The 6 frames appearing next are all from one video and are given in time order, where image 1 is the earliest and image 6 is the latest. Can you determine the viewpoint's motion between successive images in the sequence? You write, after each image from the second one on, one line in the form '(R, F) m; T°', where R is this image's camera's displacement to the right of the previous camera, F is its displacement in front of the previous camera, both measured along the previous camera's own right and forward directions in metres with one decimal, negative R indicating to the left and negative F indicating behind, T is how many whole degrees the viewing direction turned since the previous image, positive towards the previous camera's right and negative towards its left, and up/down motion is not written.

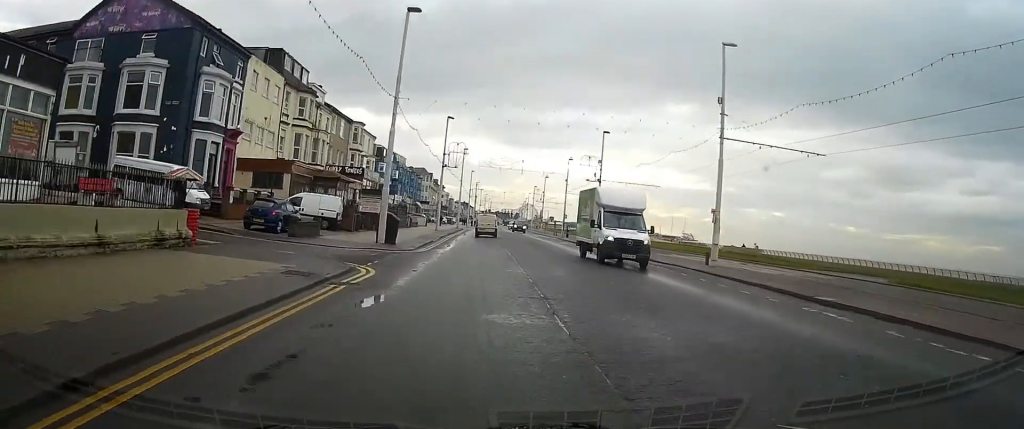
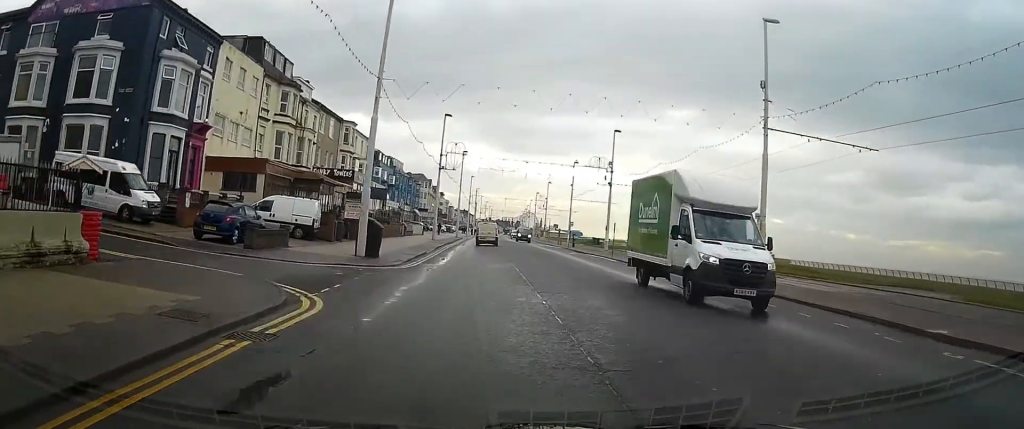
(+0.1, +5.2) m; 0°
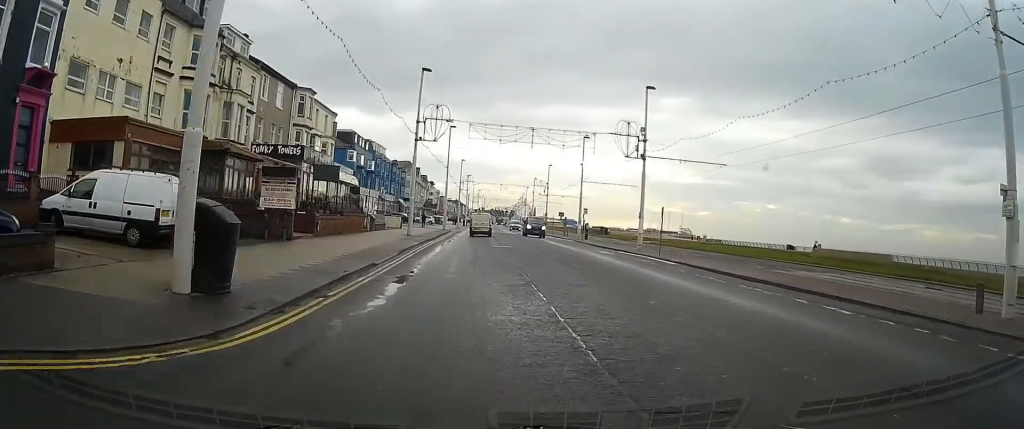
(0.0, +14.6) m; 0°
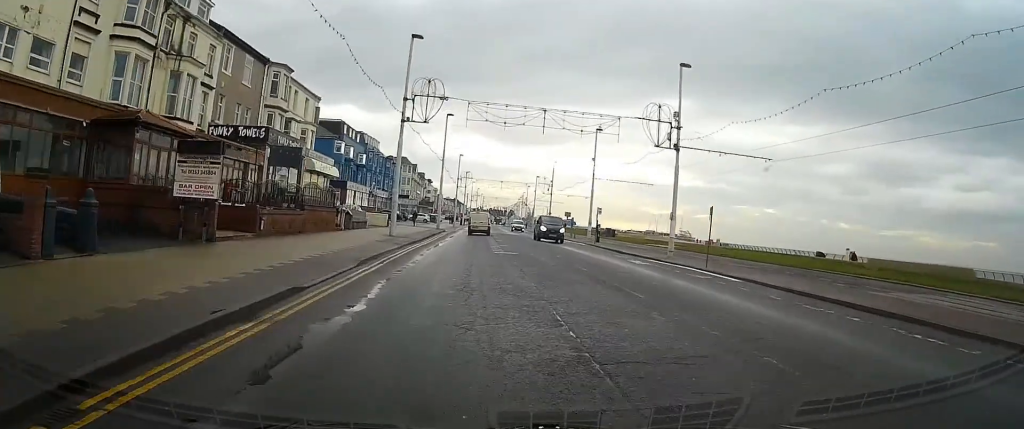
(-0.1, +7.6) m; 0°
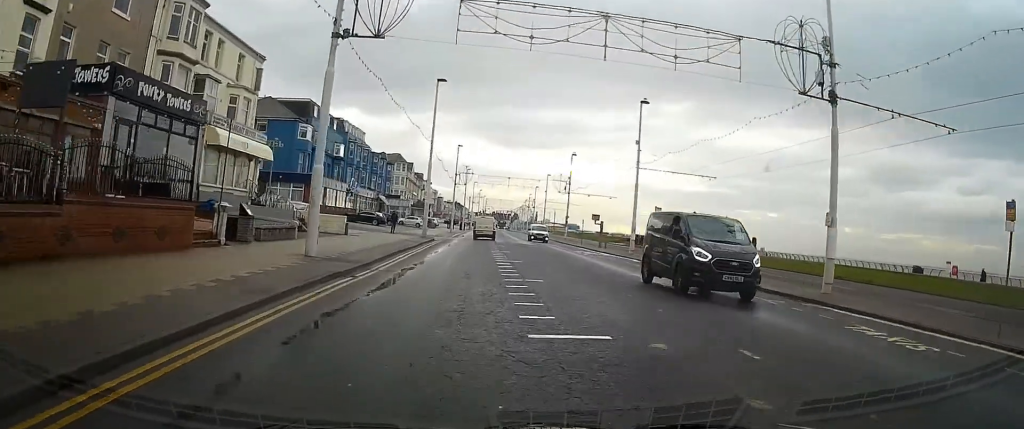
(+0.1, +17.2) m; 0°
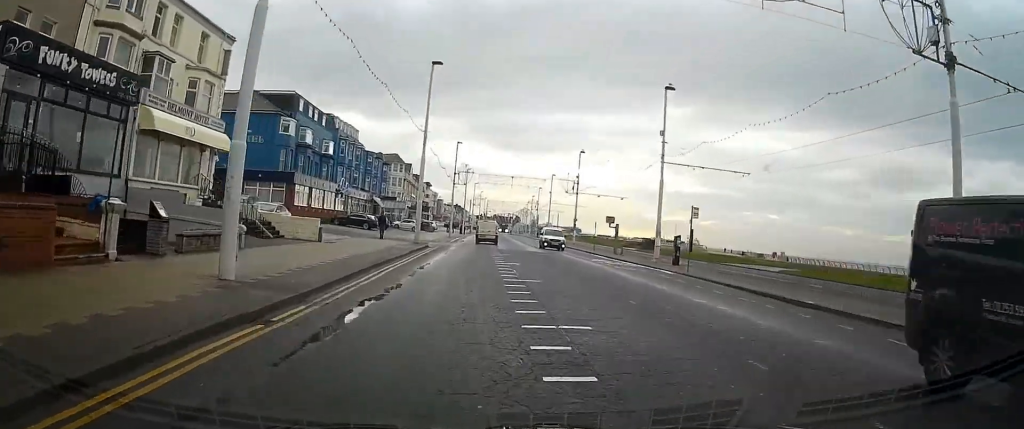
(0.0, +6.3) m; 0°
